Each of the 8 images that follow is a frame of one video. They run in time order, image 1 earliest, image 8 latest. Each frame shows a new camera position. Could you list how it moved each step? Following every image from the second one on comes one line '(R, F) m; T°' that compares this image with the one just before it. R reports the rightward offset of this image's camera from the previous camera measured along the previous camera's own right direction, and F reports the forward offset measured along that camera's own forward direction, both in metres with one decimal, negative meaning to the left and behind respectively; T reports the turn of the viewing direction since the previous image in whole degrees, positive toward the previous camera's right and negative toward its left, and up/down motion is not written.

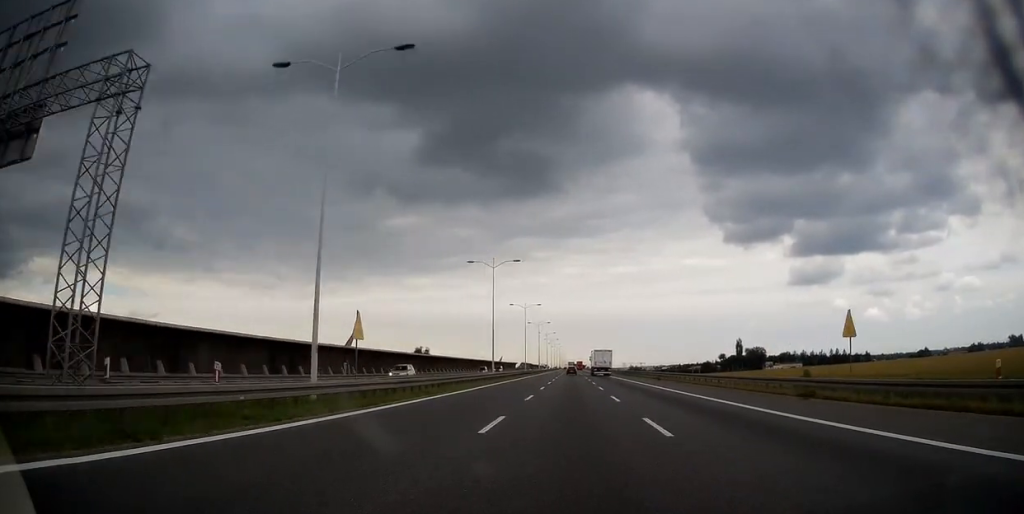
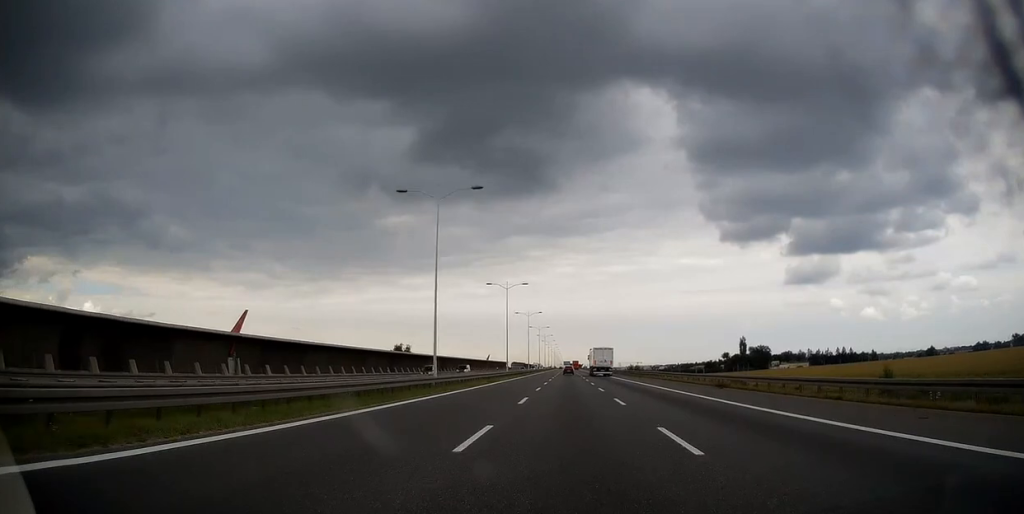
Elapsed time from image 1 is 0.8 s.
(+0.1, +26.8) m; 0°
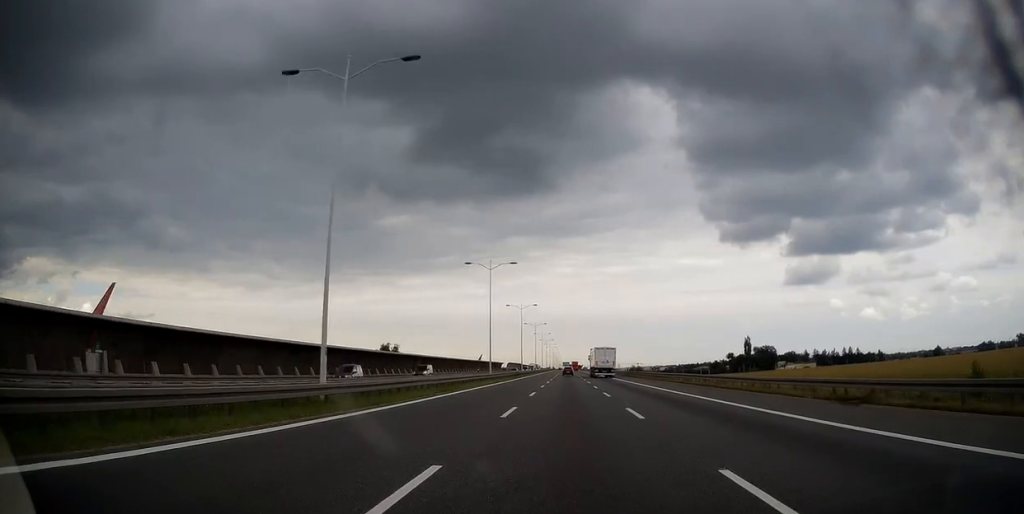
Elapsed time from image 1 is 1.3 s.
(0.0, +17.5) m; 0°
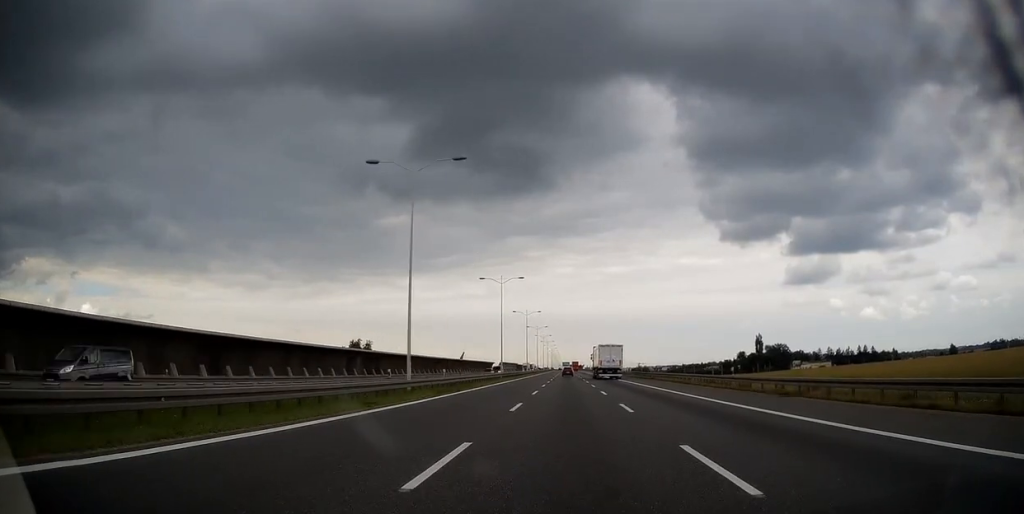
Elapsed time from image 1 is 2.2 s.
(0.0, +33.7) m; 0°
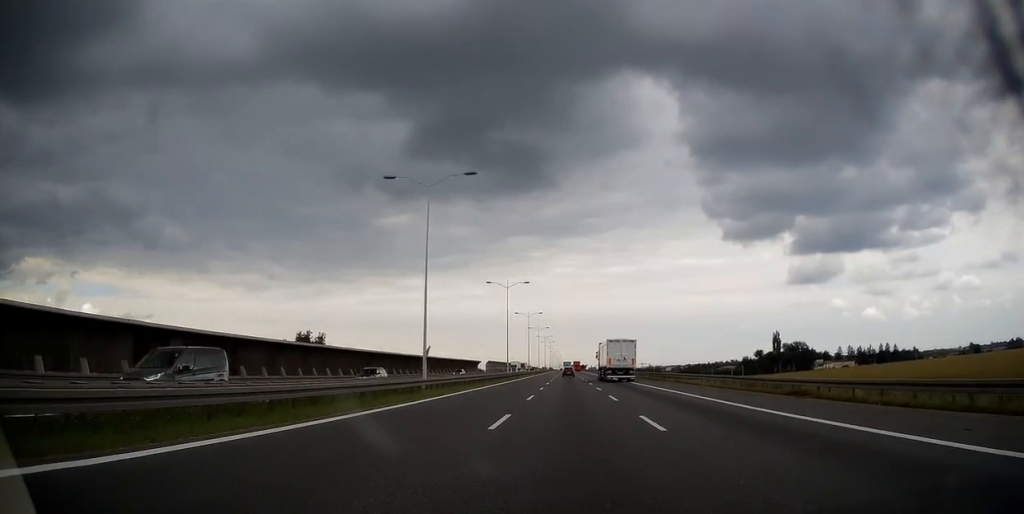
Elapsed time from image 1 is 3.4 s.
(+0.1, +41.7) m; 0°
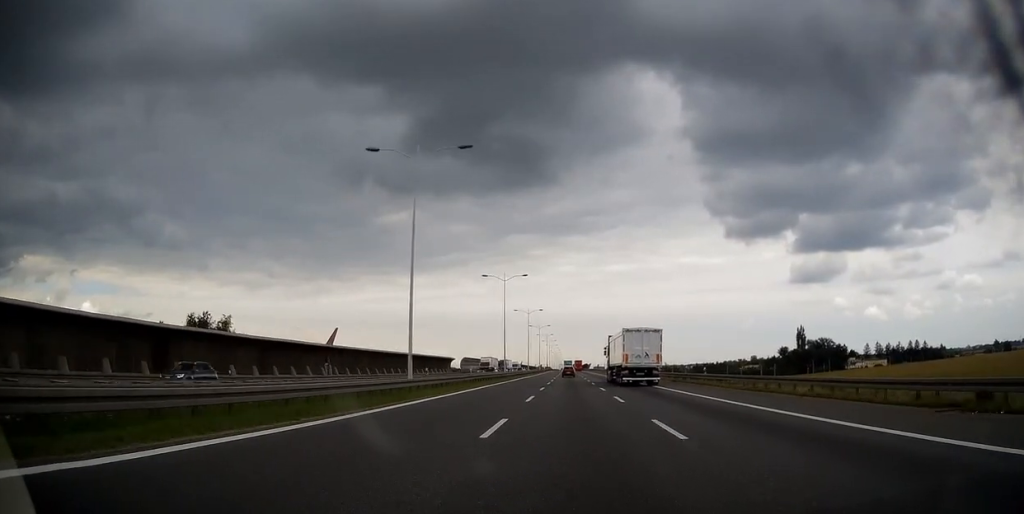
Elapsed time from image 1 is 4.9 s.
(-0.1, +49.8) m; 0°
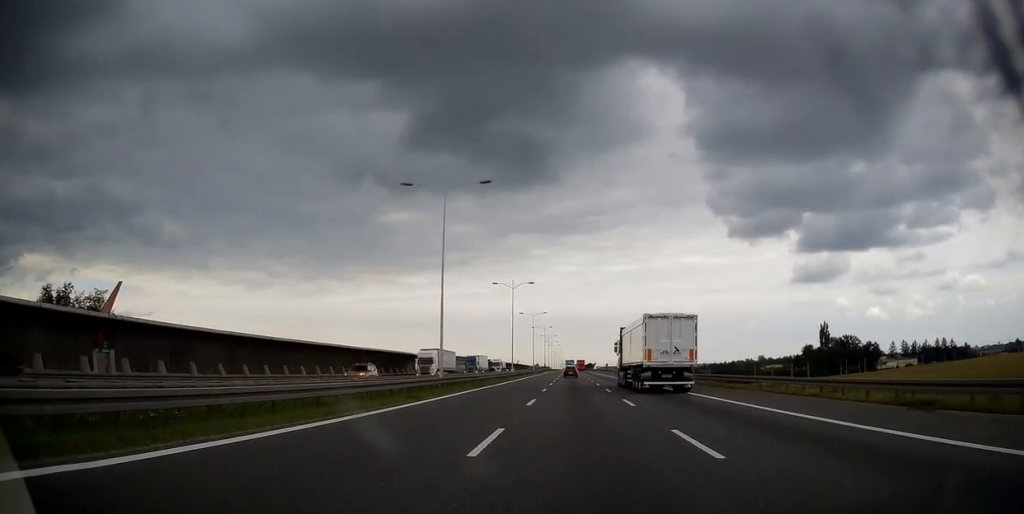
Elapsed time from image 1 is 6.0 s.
(0.0, +38.3) m; 0°
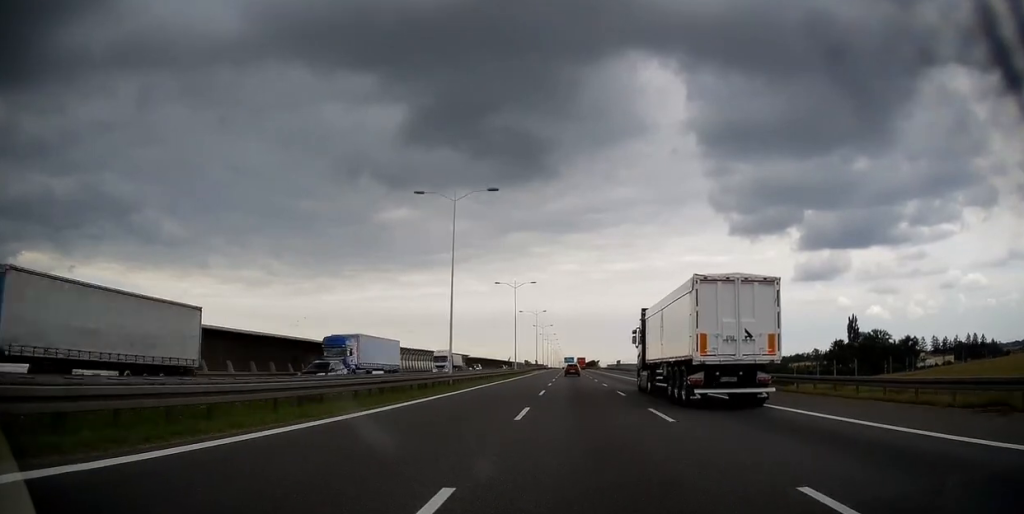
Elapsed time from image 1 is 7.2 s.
(0.0, +41.8) m; 0°
